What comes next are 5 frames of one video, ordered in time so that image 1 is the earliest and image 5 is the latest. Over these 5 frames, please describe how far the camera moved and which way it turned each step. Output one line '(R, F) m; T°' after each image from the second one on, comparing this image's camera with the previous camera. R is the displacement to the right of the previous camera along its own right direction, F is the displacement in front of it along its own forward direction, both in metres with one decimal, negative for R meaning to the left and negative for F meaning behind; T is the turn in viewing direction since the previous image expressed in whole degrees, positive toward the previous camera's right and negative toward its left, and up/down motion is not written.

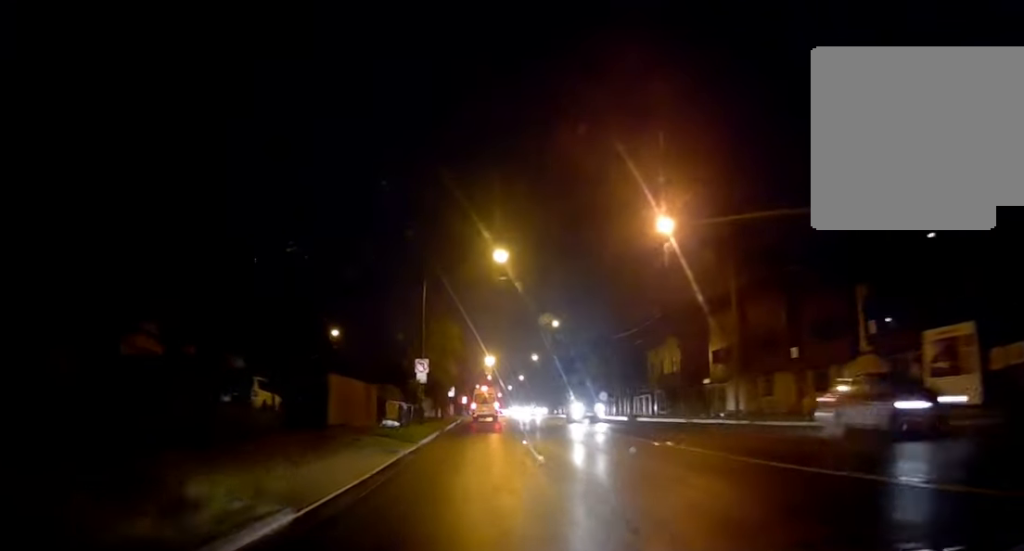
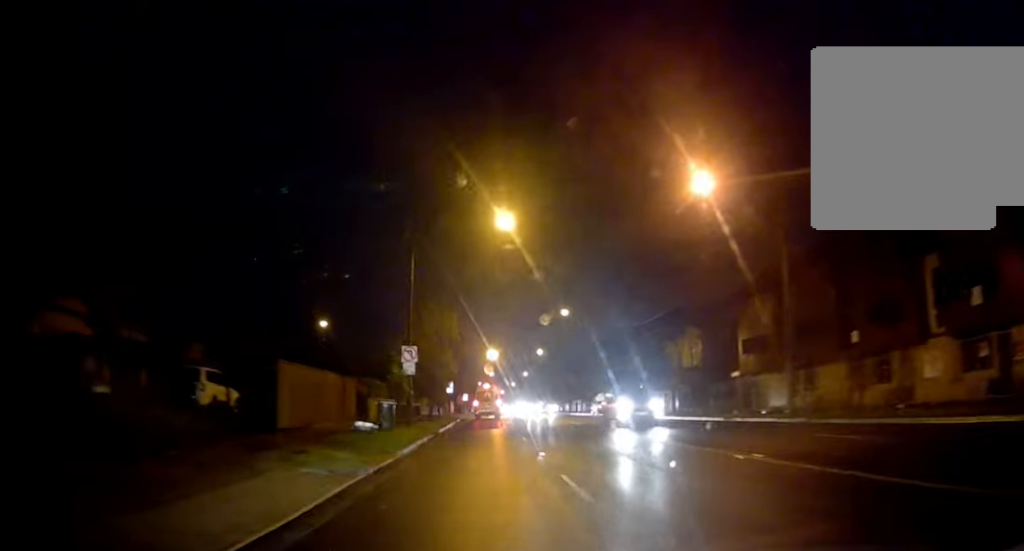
(-0.1, +5.7) m; 0°
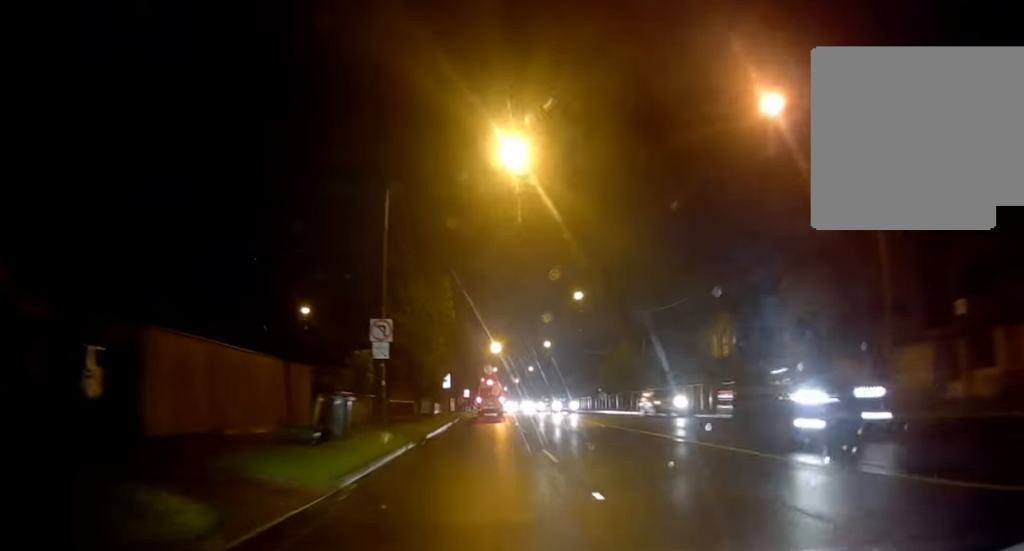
(0.0, +6.6) m; 0°
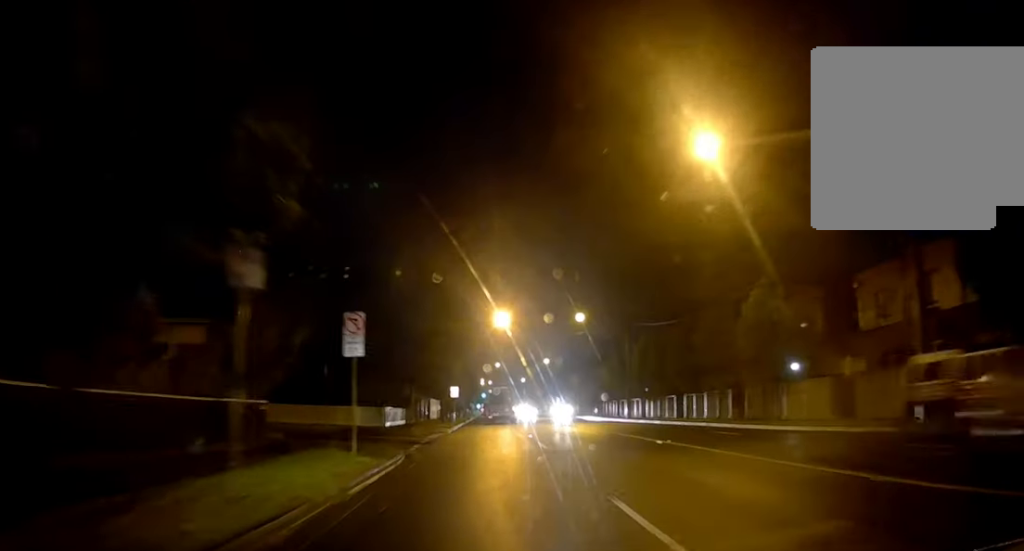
(+1.0, +30.0) m; +1°
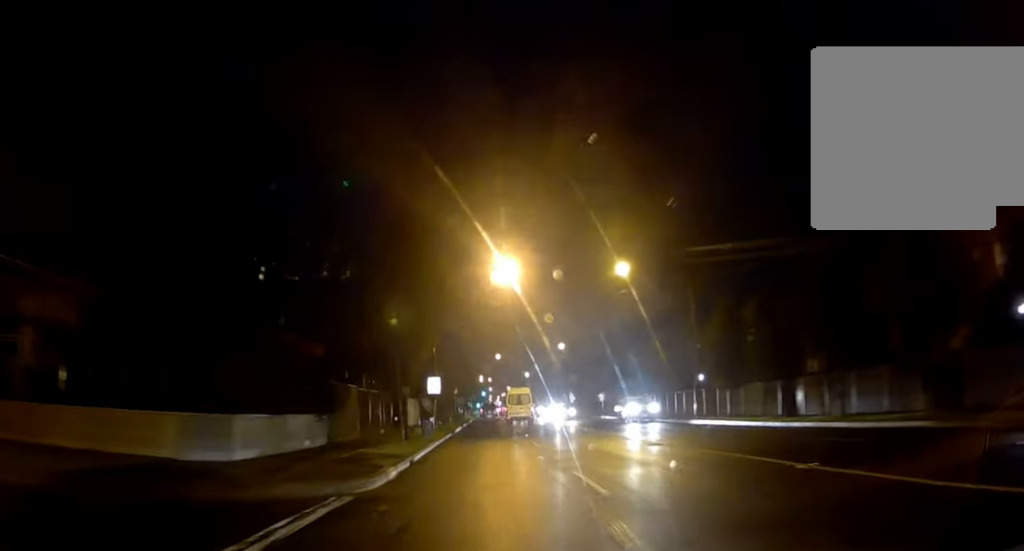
(-1.5, +19.5) m; -1°
